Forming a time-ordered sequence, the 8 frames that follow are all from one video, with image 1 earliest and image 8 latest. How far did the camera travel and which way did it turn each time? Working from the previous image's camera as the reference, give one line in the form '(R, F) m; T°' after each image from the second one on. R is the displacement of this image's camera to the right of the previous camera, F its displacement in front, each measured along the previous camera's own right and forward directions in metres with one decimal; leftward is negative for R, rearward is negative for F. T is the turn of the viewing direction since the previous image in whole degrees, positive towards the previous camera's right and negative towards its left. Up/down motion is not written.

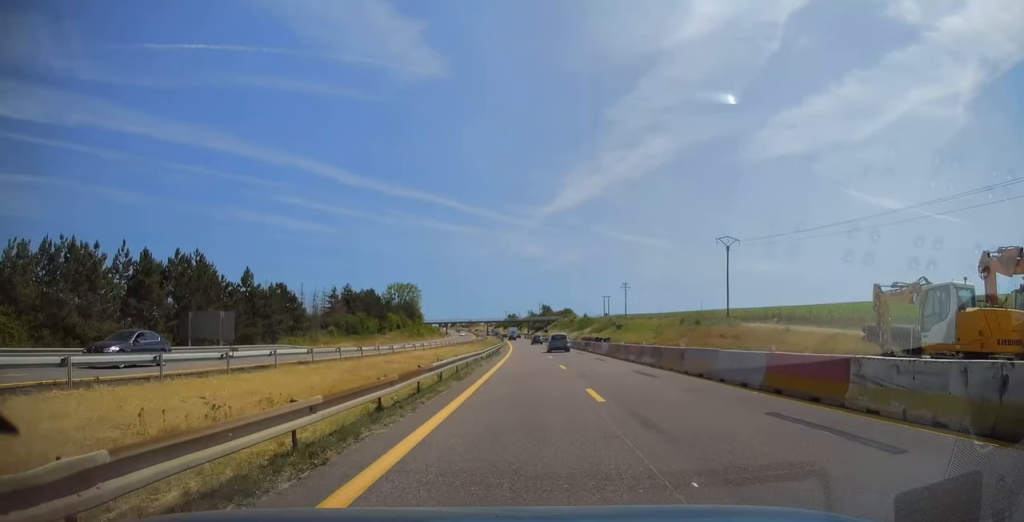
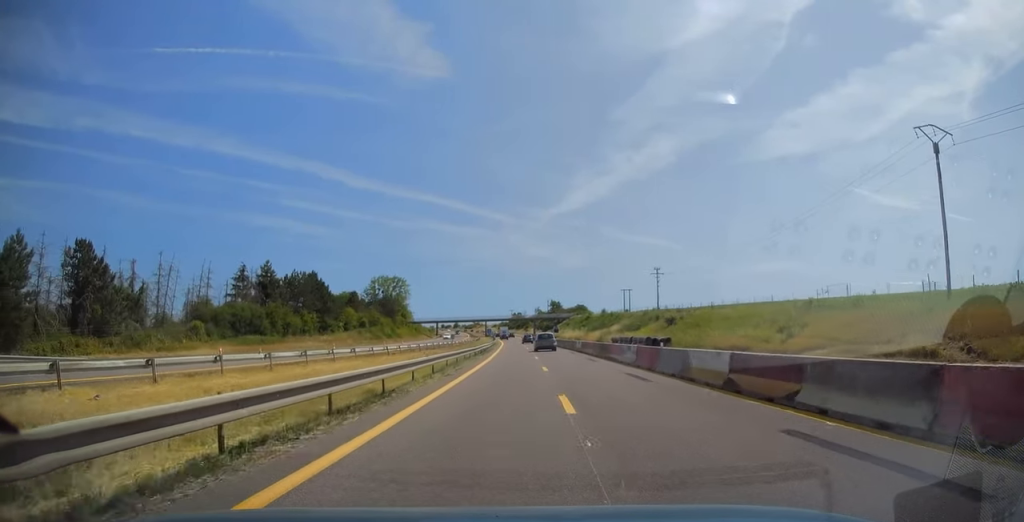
(-0.2, +40.6) m; -1°
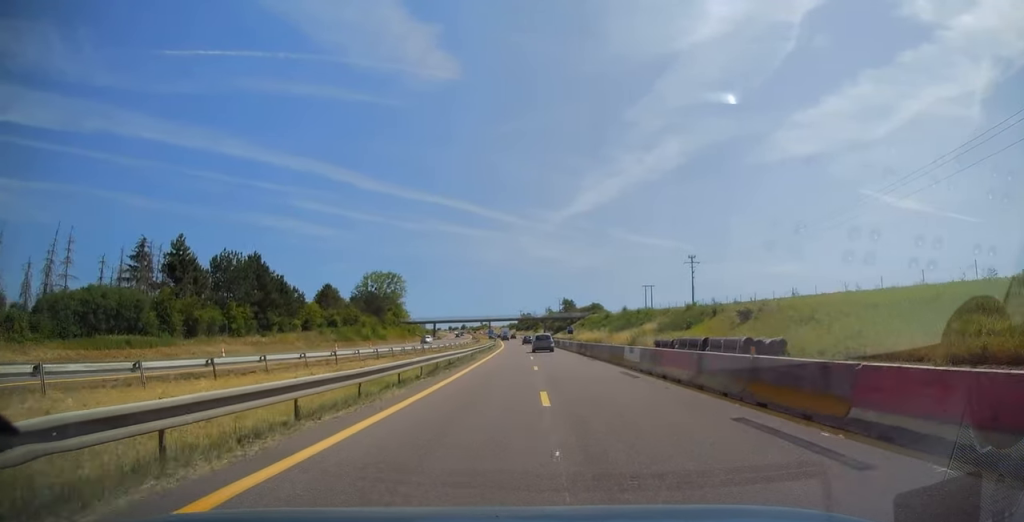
(-0.1, +24.7) m; -1°
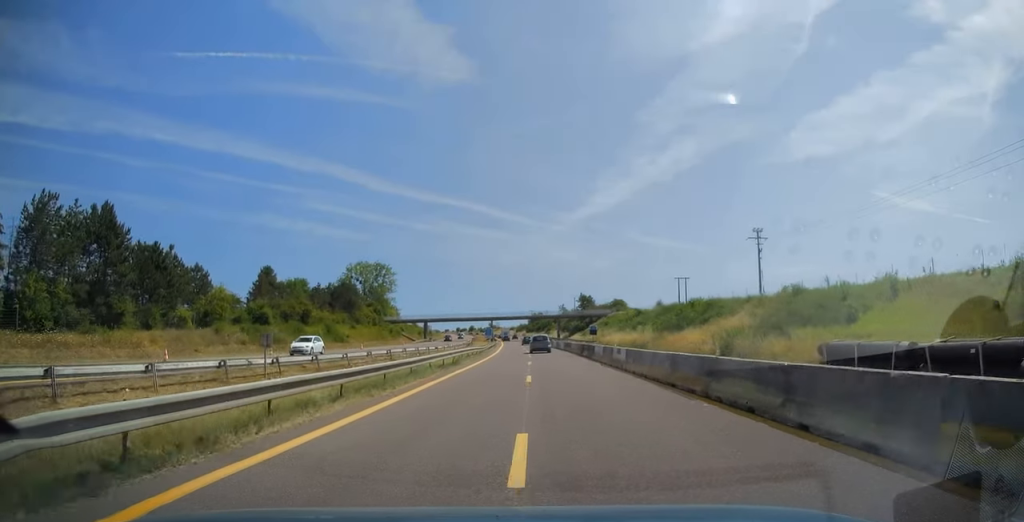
(-0.4, +32.2) m; -1°
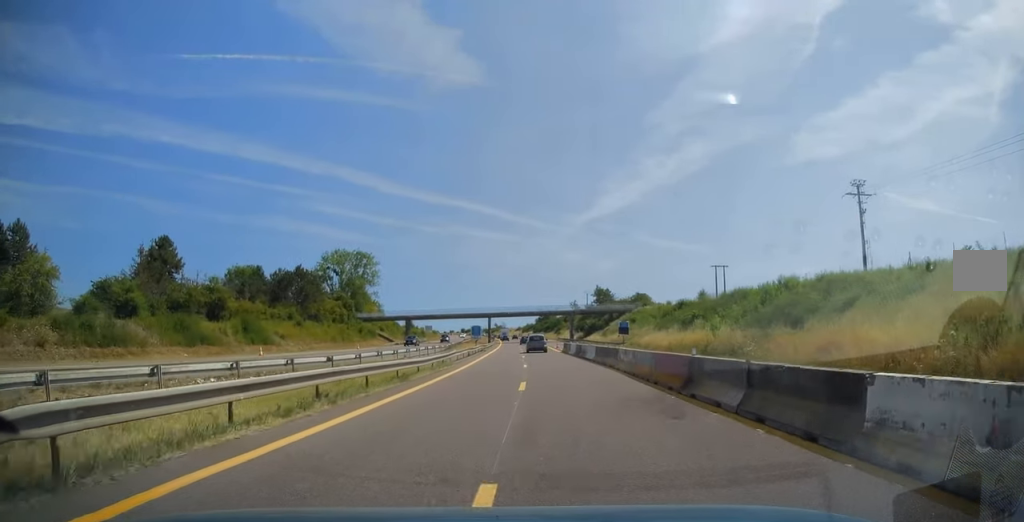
(-0.3, +28.8) m; -1°
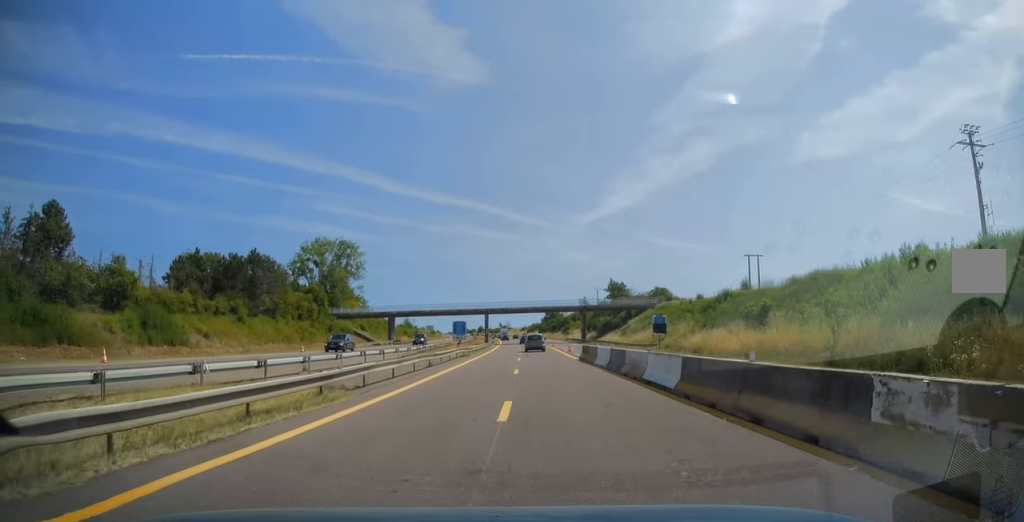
(-0.1, +18.8) m; 0°
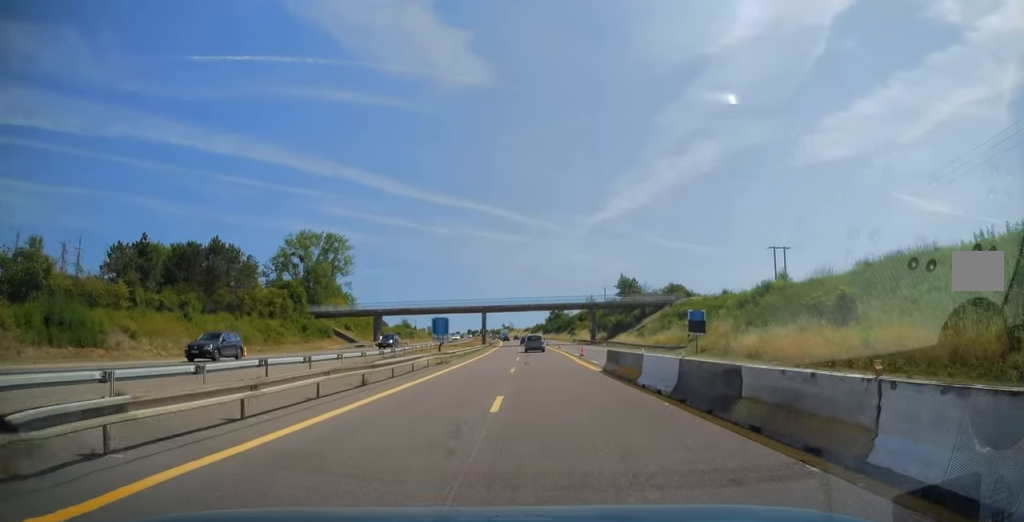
(0.0, +11.7) m; 0°
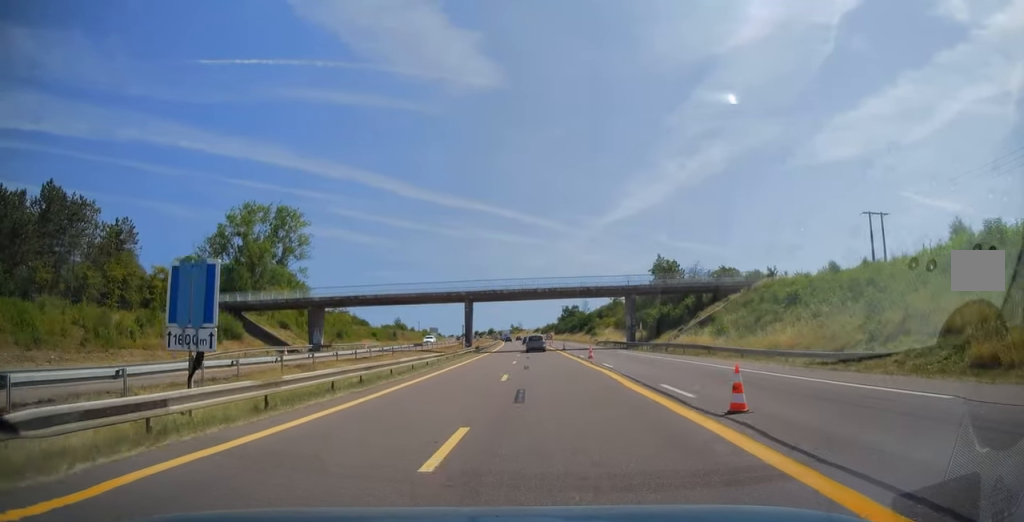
(-0.1, +30.9) m; -1°
